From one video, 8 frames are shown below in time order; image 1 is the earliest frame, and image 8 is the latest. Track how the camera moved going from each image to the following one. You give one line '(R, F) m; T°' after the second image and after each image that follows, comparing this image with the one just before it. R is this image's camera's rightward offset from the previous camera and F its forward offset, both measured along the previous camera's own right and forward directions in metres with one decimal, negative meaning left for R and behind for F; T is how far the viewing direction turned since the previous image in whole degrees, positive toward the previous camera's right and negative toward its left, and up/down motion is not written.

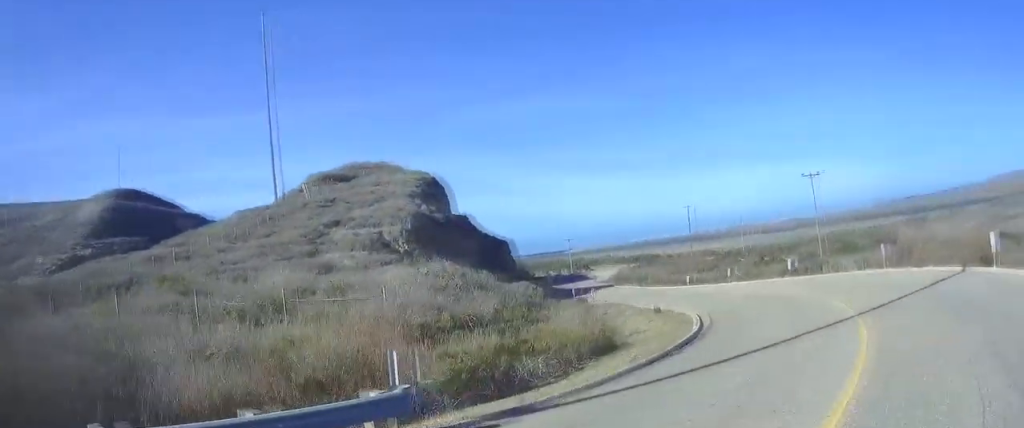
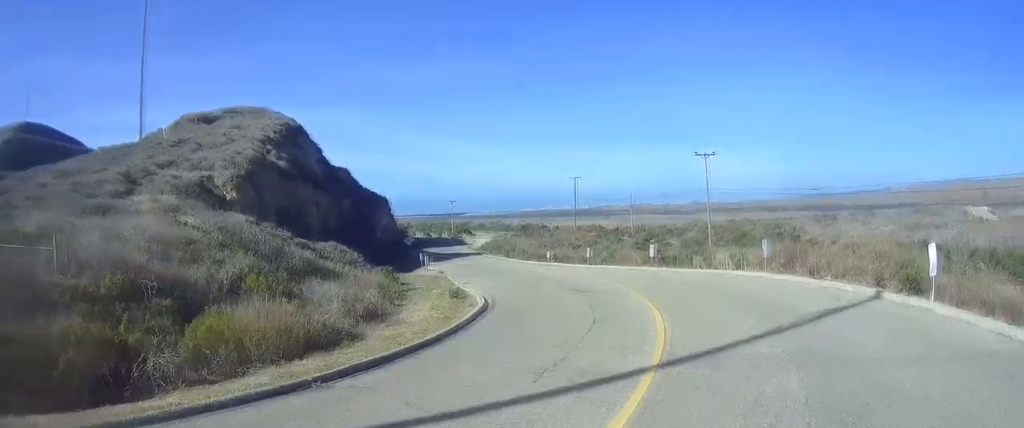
(-0.2, +7.2) m; -7°
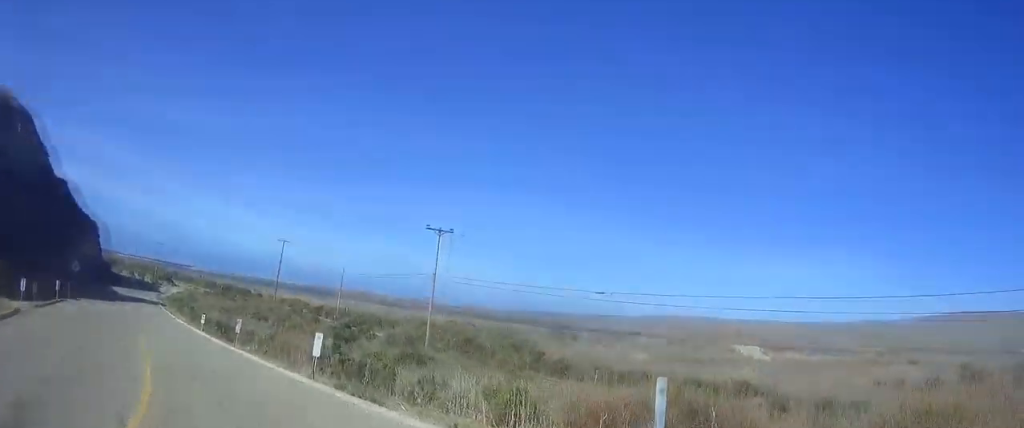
(-3.1, +17.4) m; -21°
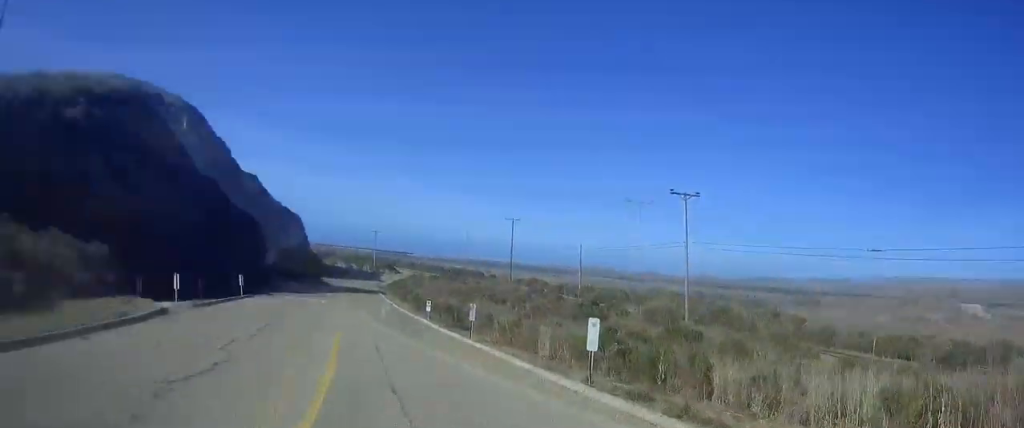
(-0.6, +5.9) m; -4°
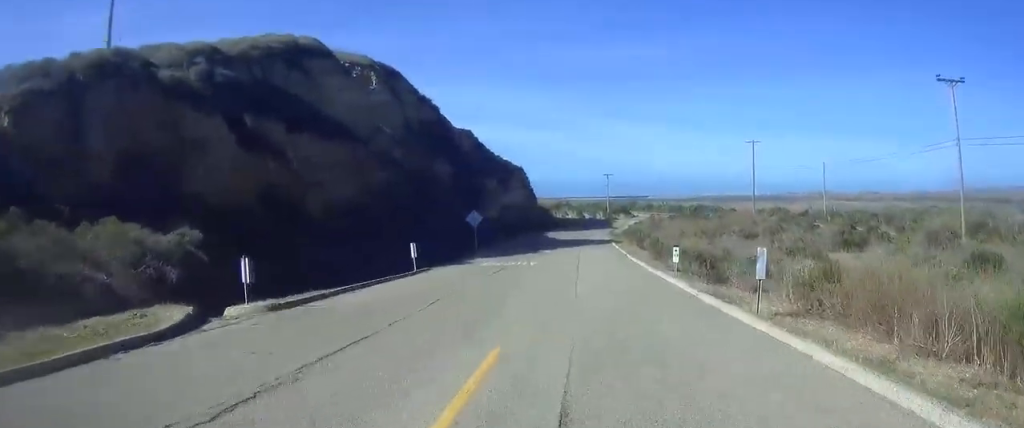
(-0.5, +11.7) m; -6°
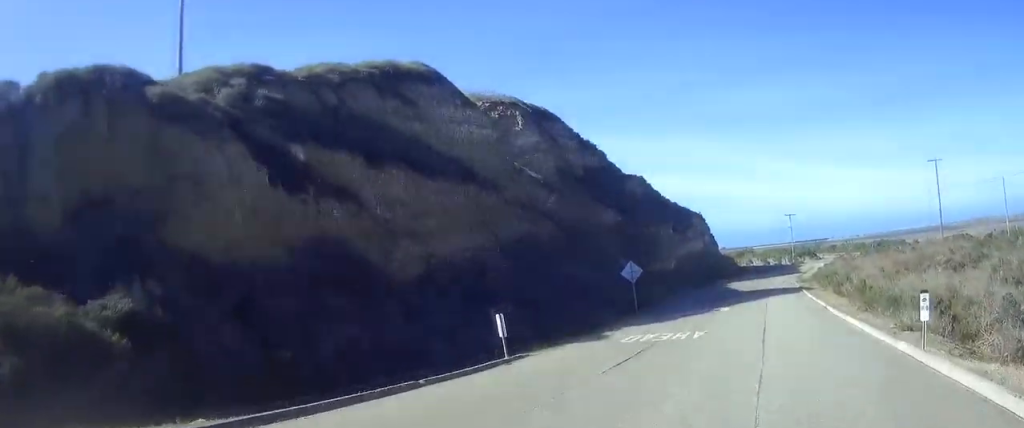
(-0.7, +12.2) m; -5°
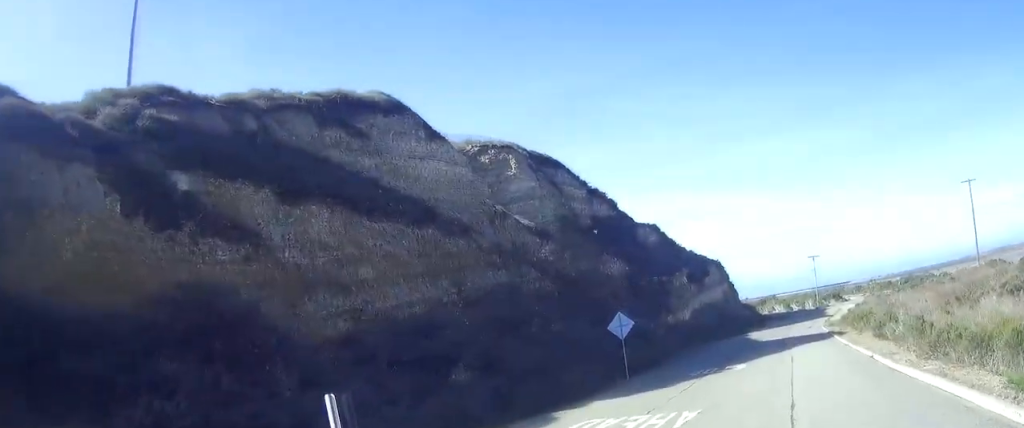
(-0.2, +8.8) m; -1°
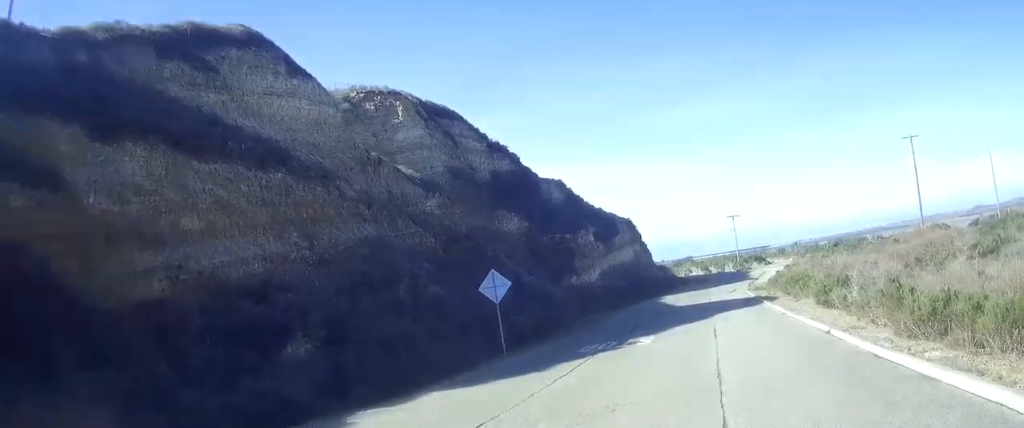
(0.0, +6.3) m; 0°
